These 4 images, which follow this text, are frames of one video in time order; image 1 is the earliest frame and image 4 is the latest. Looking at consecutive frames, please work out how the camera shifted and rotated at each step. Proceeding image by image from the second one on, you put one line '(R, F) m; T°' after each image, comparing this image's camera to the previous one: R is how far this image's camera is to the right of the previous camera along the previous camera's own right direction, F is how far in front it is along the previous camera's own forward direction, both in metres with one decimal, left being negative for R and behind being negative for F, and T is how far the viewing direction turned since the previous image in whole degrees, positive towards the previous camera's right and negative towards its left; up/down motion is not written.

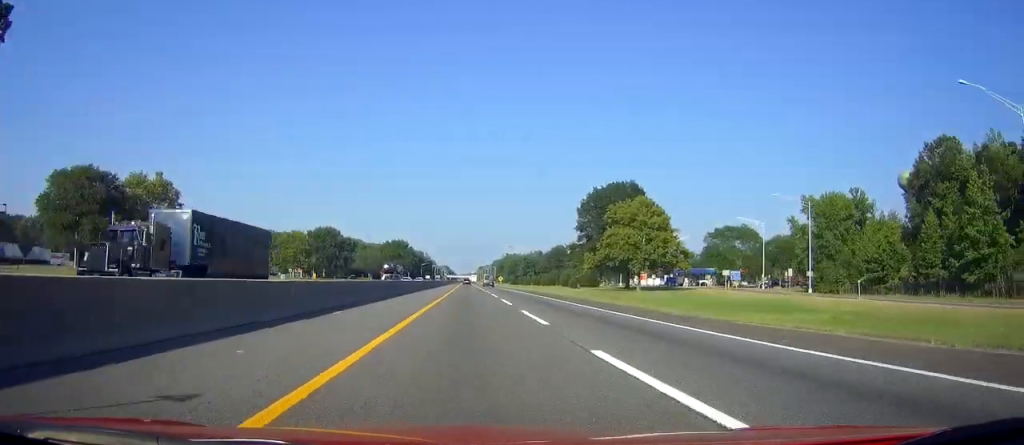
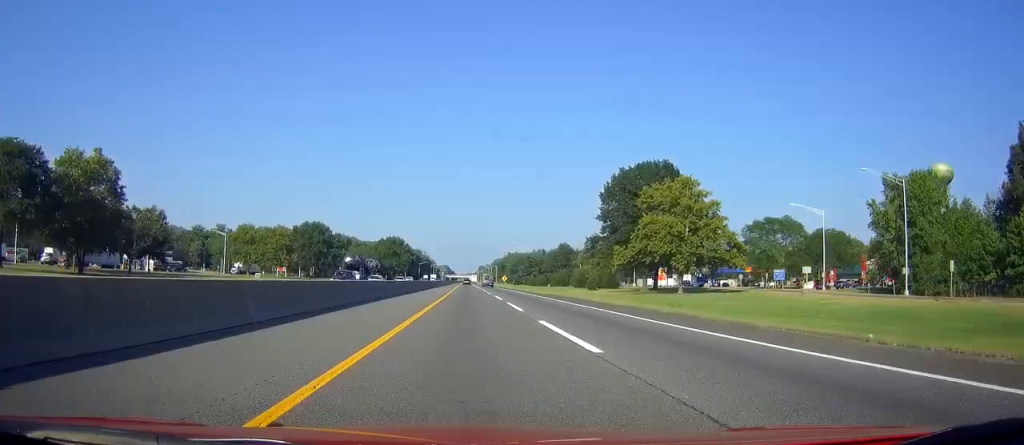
(-0.1, +21.9) m; 0°
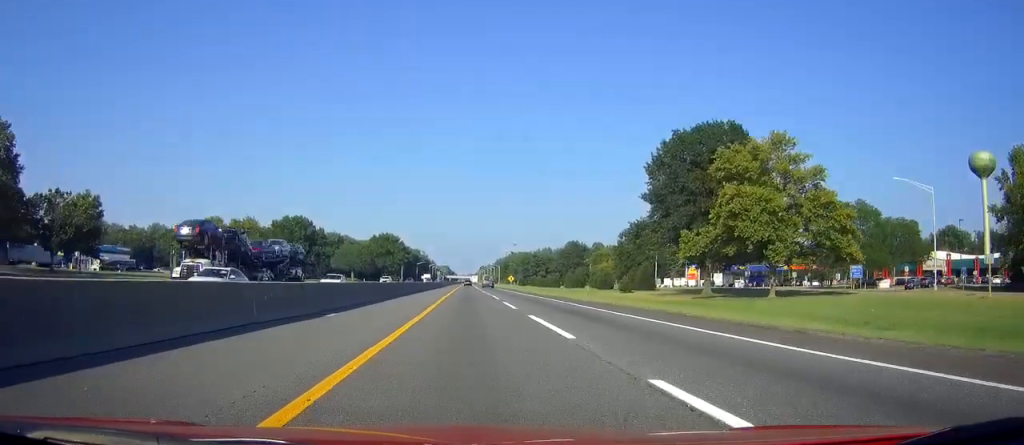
(0.0, +27.5) m; 0°
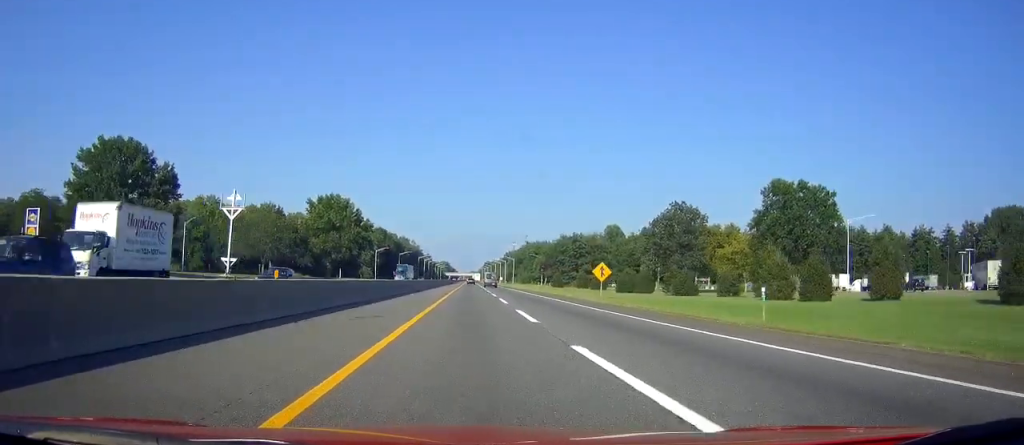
(+0.3, +117.2) m; 0°
